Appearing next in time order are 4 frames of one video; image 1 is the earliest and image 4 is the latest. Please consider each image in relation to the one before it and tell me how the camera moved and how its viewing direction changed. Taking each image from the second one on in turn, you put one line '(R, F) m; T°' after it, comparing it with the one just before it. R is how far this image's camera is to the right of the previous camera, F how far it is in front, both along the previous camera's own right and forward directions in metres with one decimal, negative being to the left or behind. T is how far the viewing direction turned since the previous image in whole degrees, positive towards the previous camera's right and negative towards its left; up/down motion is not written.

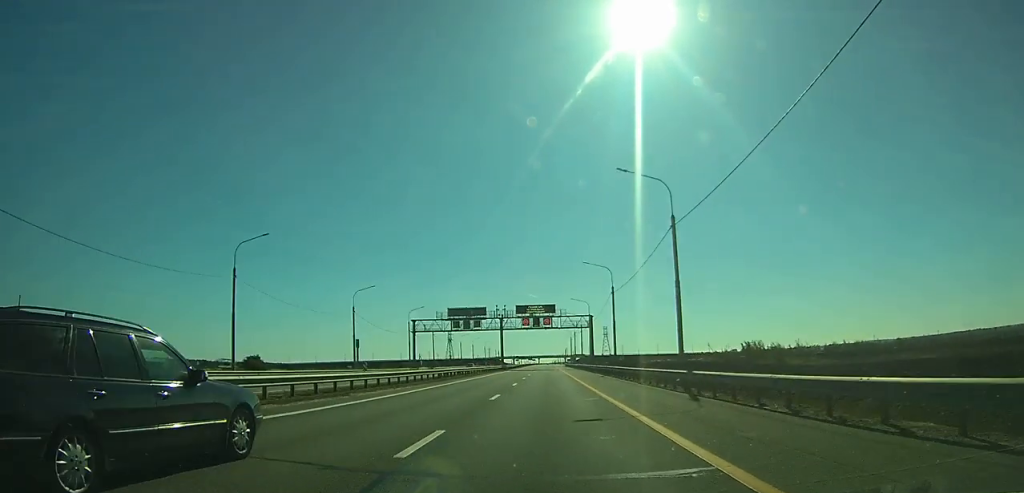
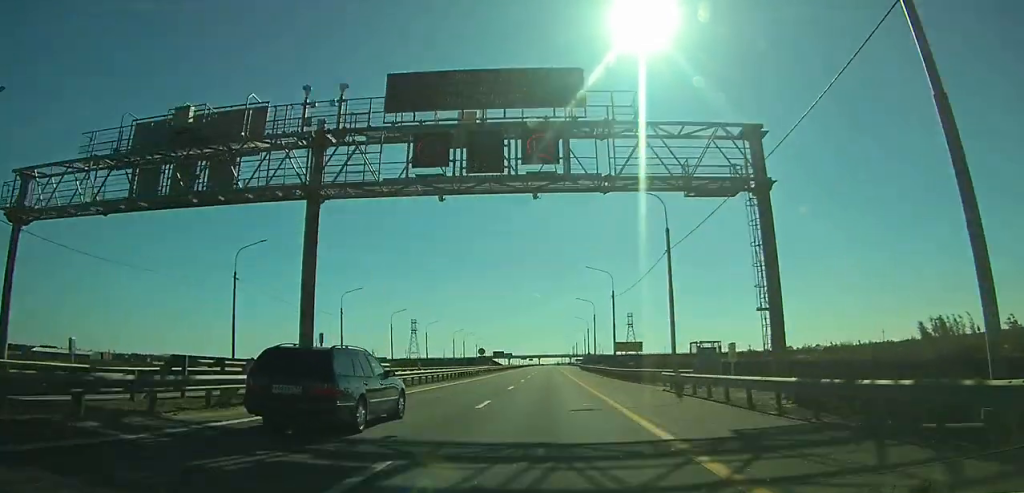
(0.0, +86.7) m; 0°
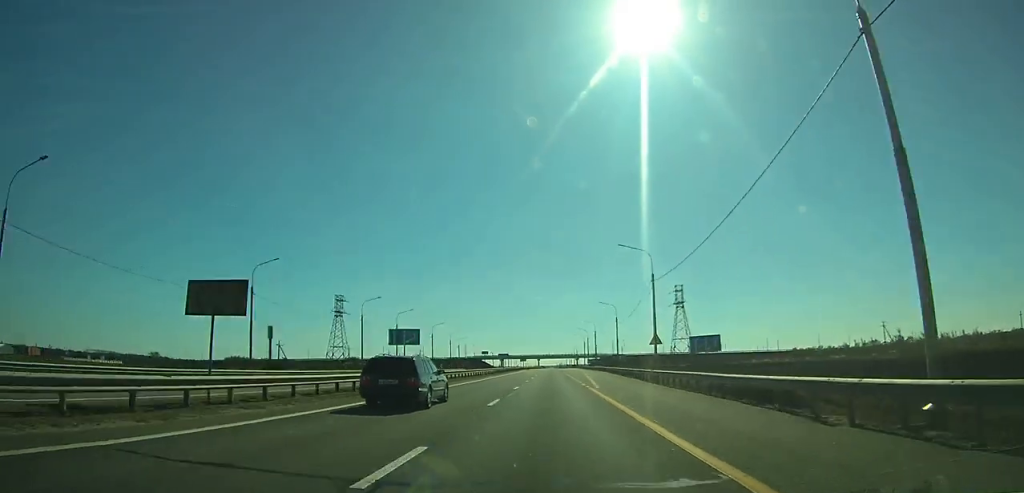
(-0.2, +81.8) m; 0°
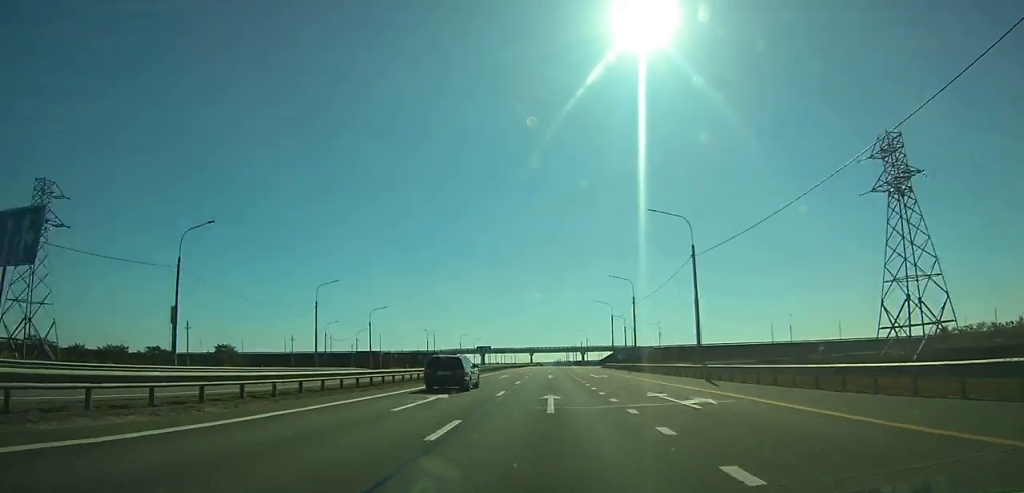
(+0.2, +92.0) m; 0°
